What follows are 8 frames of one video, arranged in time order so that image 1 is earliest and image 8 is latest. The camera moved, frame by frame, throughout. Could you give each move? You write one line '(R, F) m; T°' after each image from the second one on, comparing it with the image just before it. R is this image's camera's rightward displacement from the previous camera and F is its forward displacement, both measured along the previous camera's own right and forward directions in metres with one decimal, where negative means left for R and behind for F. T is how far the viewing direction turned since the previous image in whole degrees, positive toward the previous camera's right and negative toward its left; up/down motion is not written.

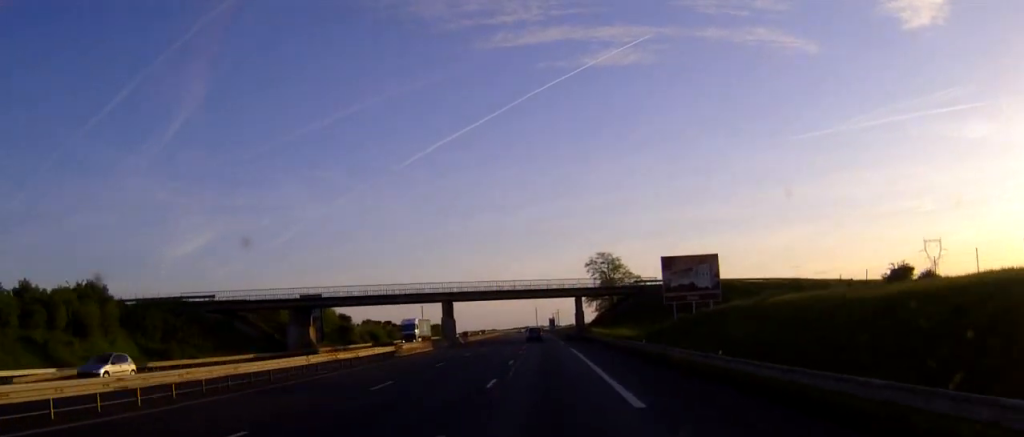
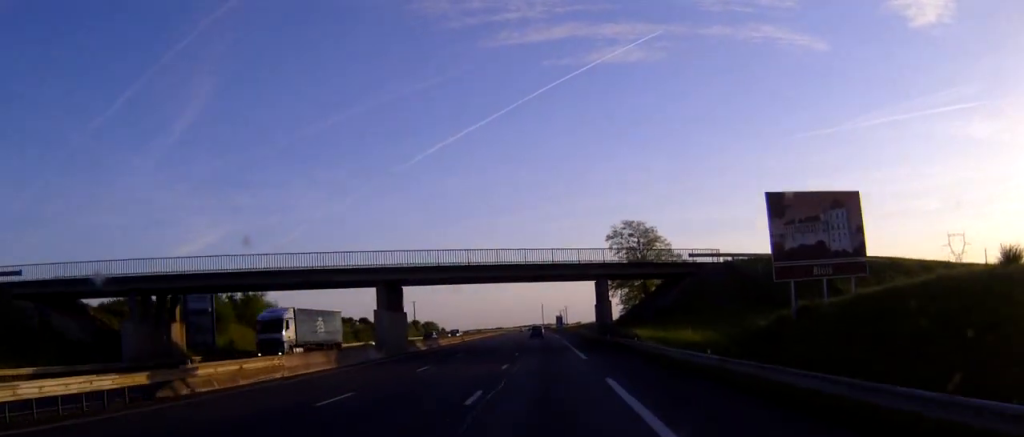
(-0.1, +31.6) m; 0°
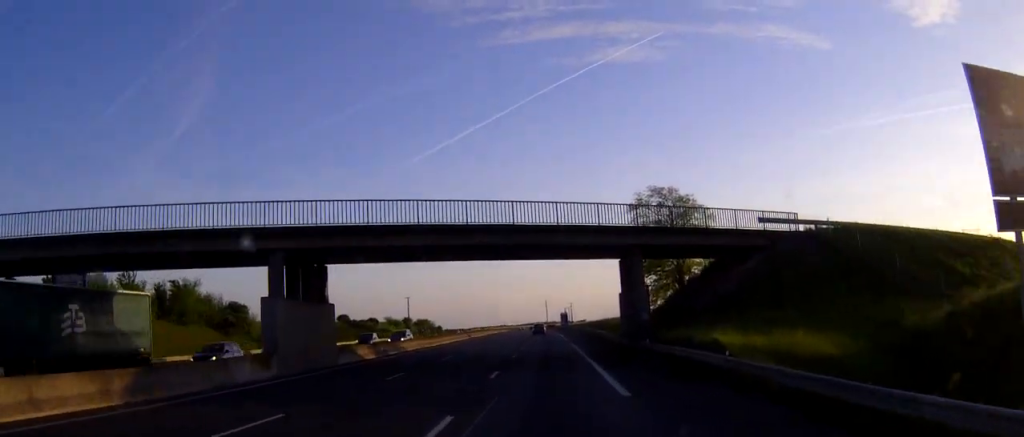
(-0.1, +18.9) m; 0°
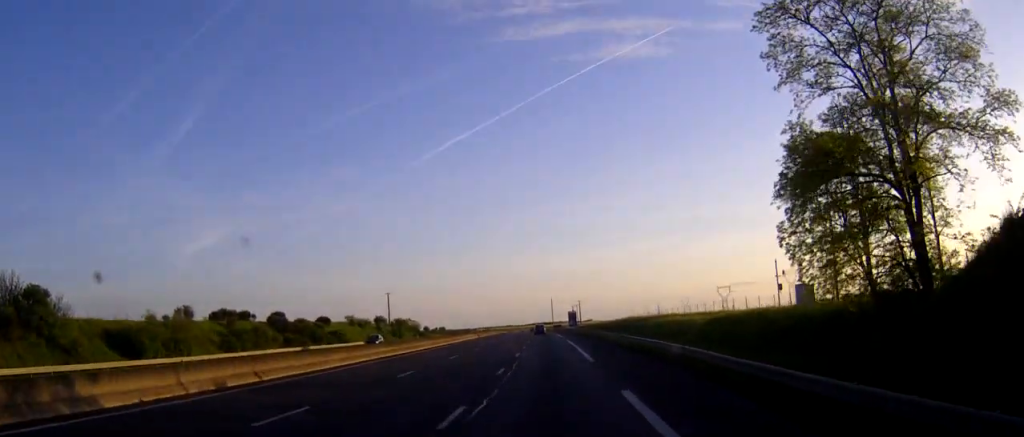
(-0.1, +37.9) m; -1°
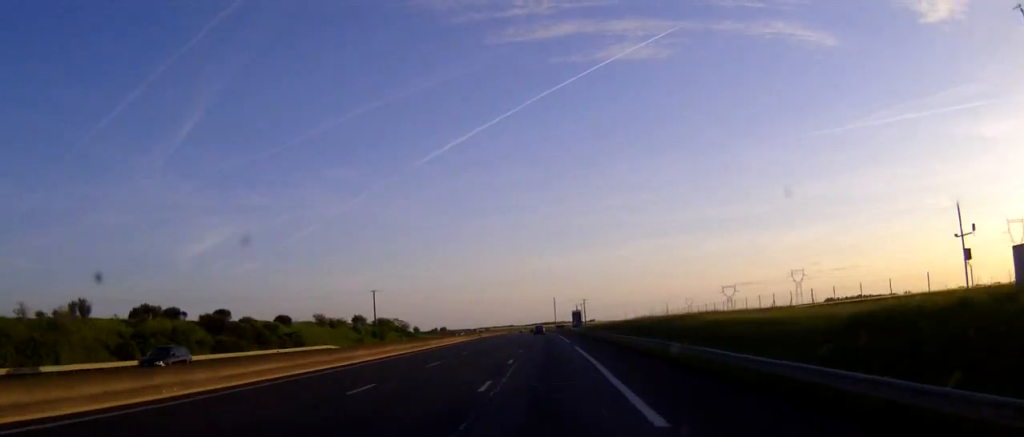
(-0.1, +19.8) m; -1°
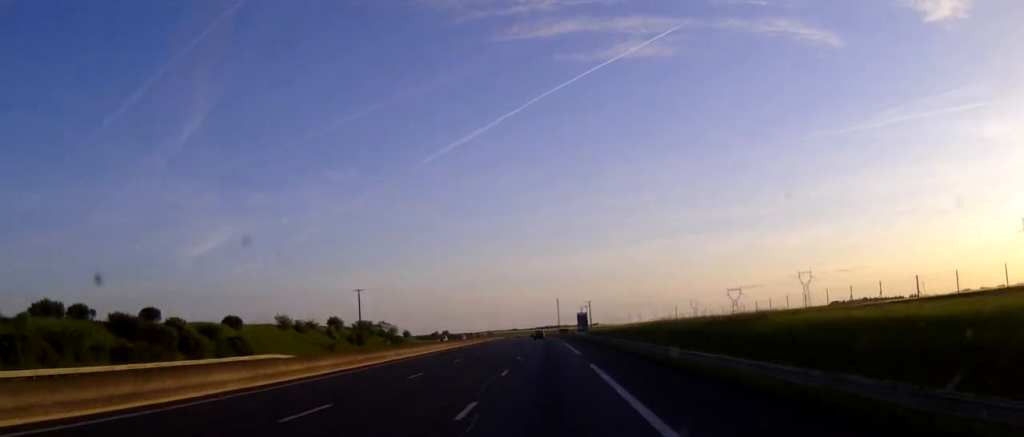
(-0.1, +18.0) m; 0°
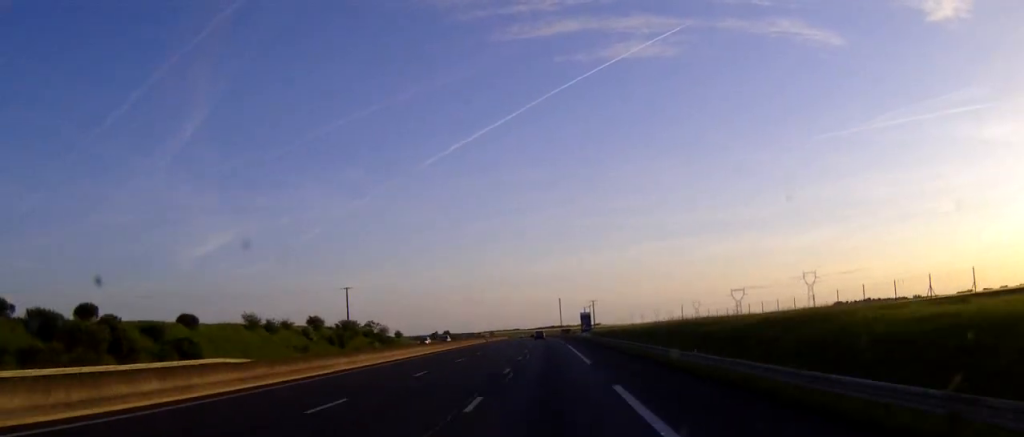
(0.0, +11.7) m; 0°
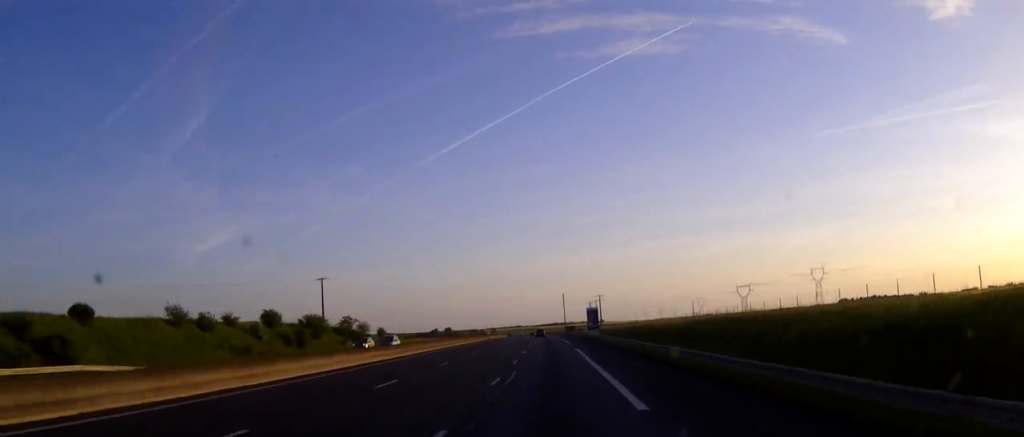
(0.0, +19.8) m; 0°
